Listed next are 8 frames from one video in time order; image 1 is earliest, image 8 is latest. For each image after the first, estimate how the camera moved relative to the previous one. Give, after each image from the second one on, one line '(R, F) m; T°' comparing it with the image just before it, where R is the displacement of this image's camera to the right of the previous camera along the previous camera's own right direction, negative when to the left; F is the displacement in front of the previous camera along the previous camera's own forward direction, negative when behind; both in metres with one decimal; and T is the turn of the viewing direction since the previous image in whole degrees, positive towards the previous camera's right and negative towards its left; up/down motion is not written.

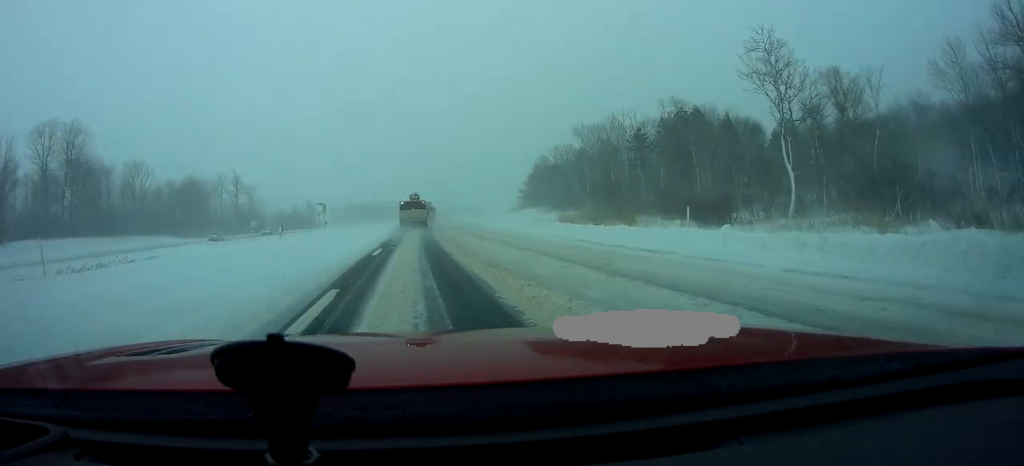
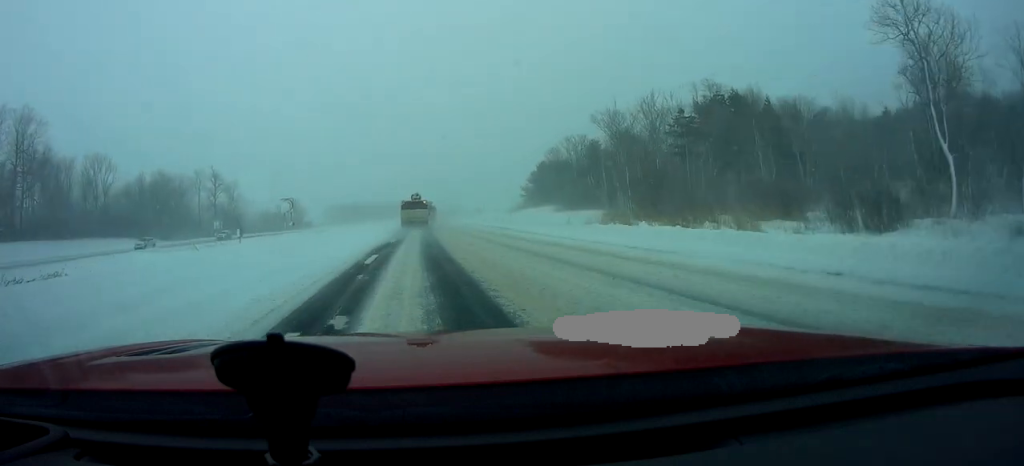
(0.0, +15.8) m; +2°
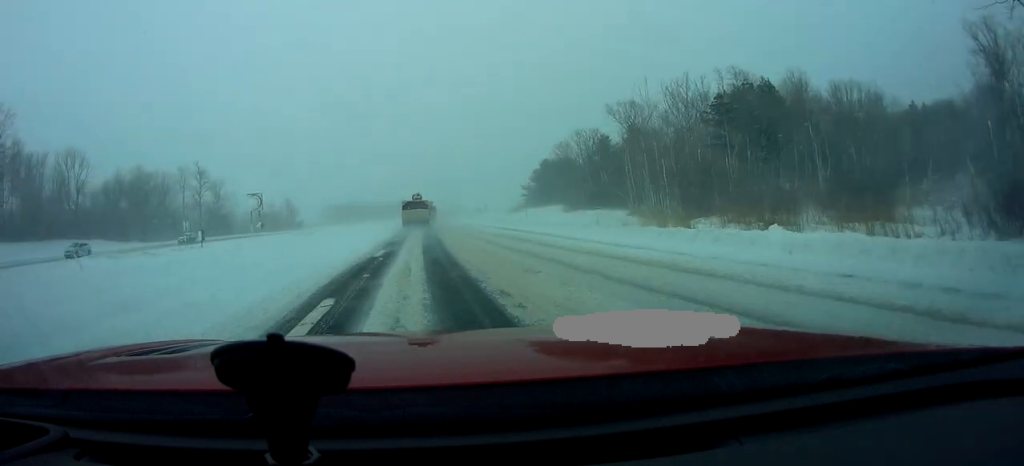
(0.0, +9.8) m; +1°
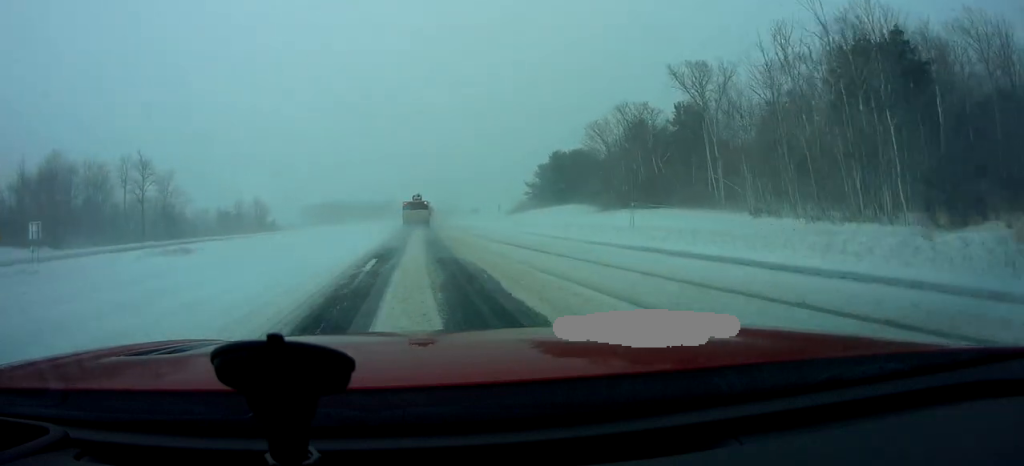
(+0.7, +28.5) m; +1°
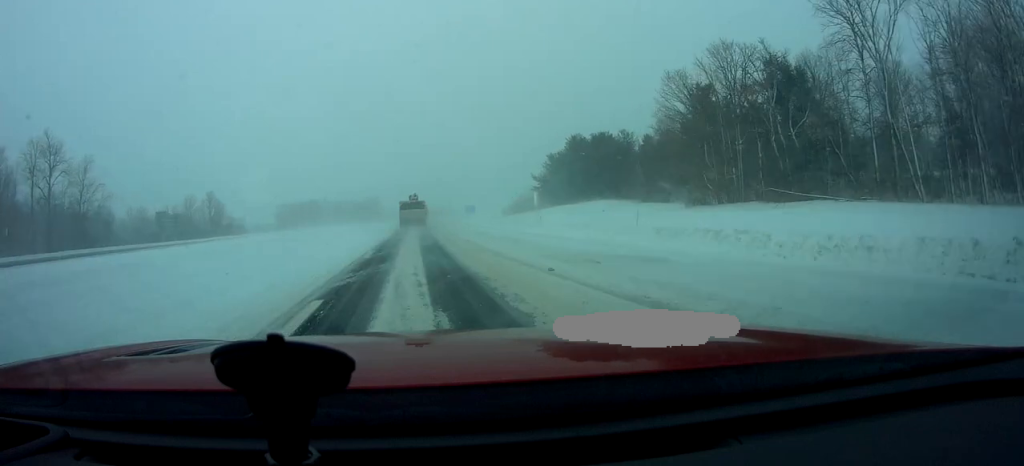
(-0.2, +32.4) m; 0°
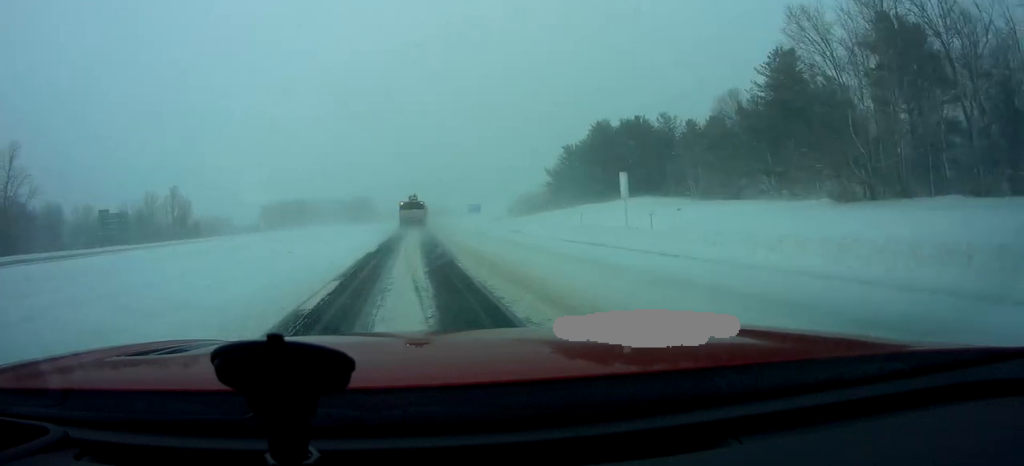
(+0.3, +21.7) m; +2°
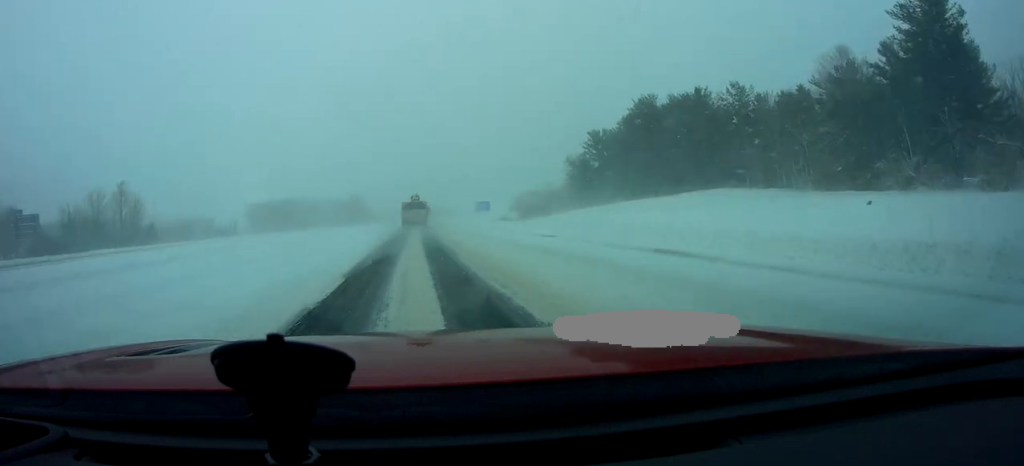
(+0.6, +24.1) m; +1°
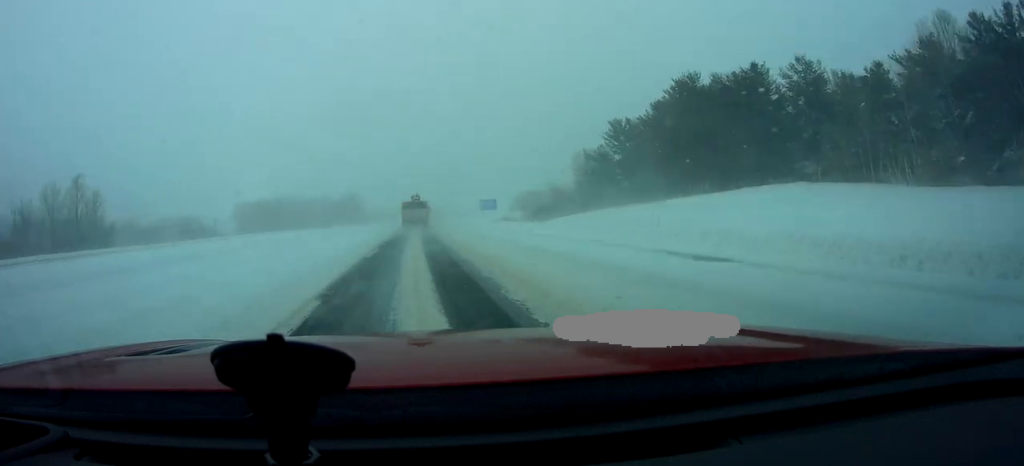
(-0.1, +15.4) m; 0°
